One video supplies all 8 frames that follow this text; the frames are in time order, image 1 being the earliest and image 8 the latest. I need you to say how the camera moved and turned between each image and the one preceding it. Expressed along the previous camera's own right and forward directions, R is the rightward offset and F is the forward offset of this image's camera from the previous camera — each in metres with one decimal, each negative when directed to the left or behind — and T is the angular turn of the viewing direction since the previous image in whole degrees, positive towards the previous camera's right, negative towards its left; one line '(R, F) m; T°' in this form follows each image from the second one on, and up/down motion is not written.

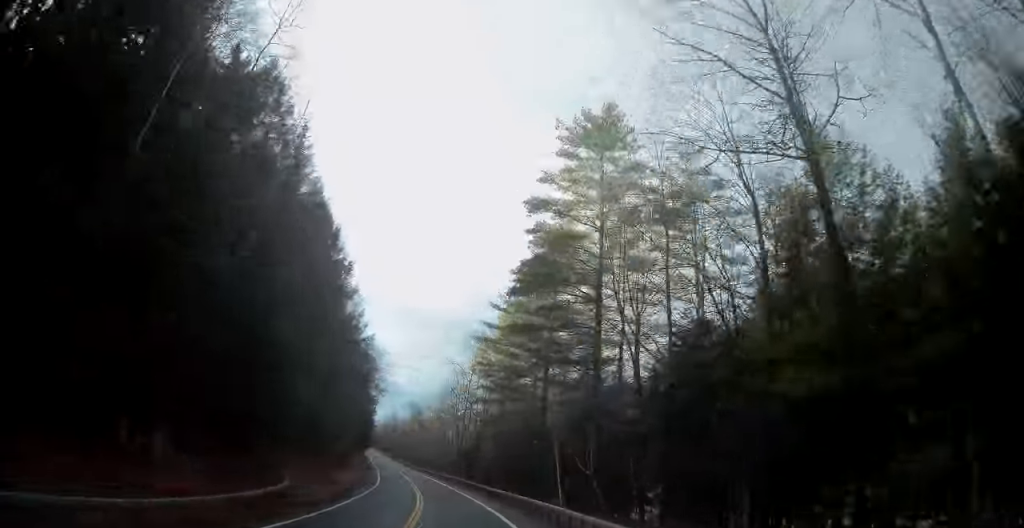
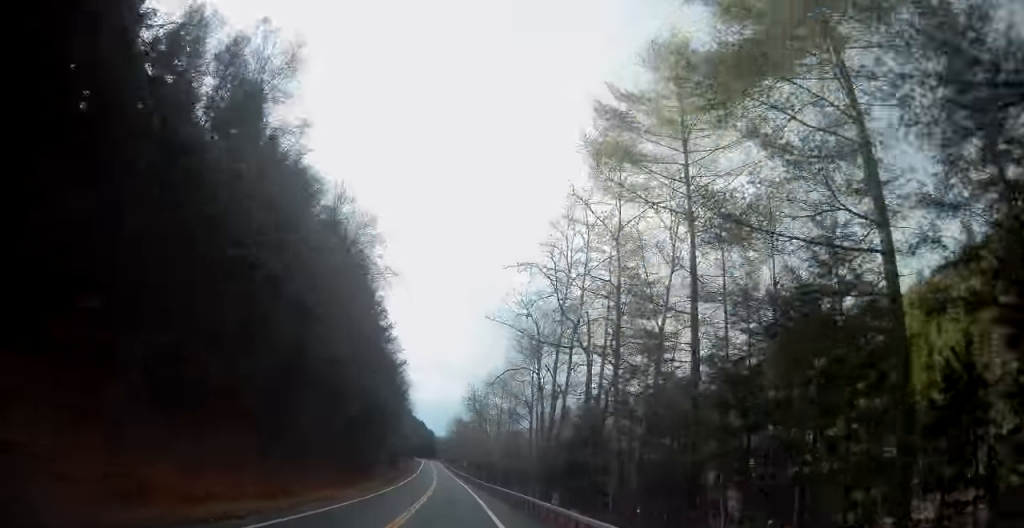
(-3.8, +45.1) m; -9°
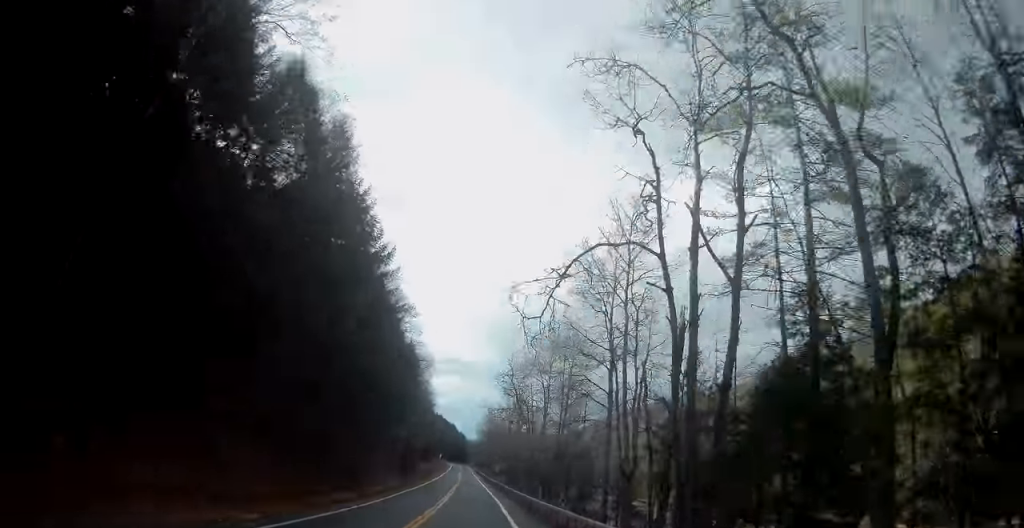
(-0.8, +24.6) m; -3°
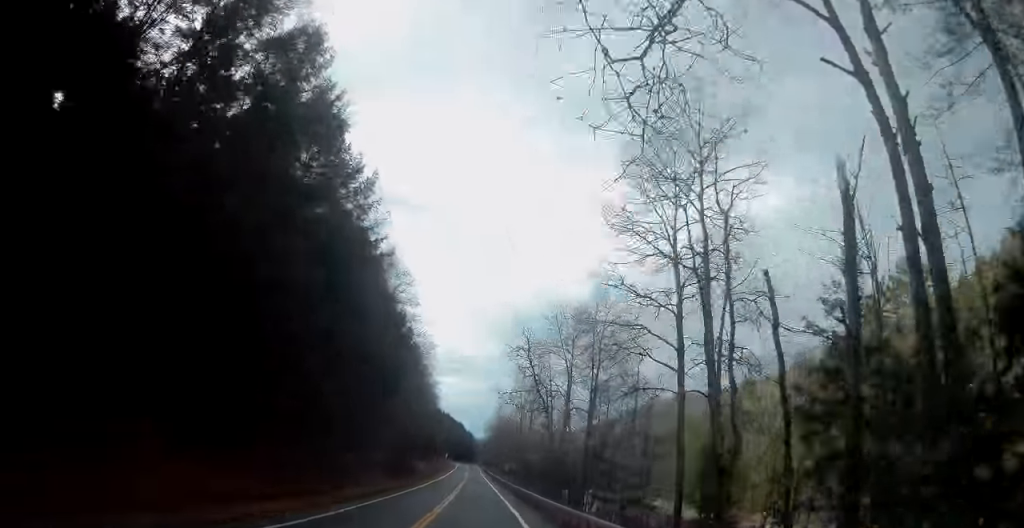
(-0.3, +12.1) m; -1°
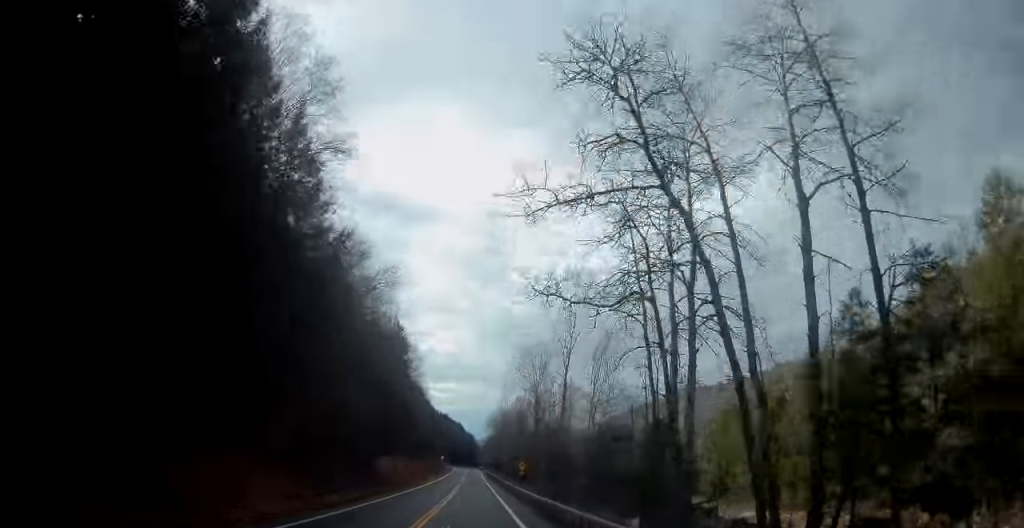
(-0.5, +34.7) m; -2°
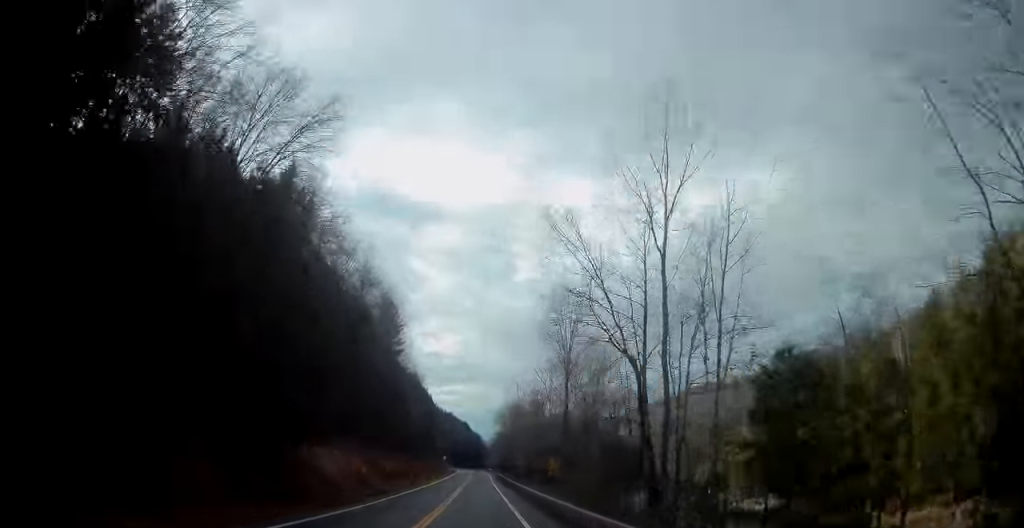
(-0.5, +25.5) m; -1°
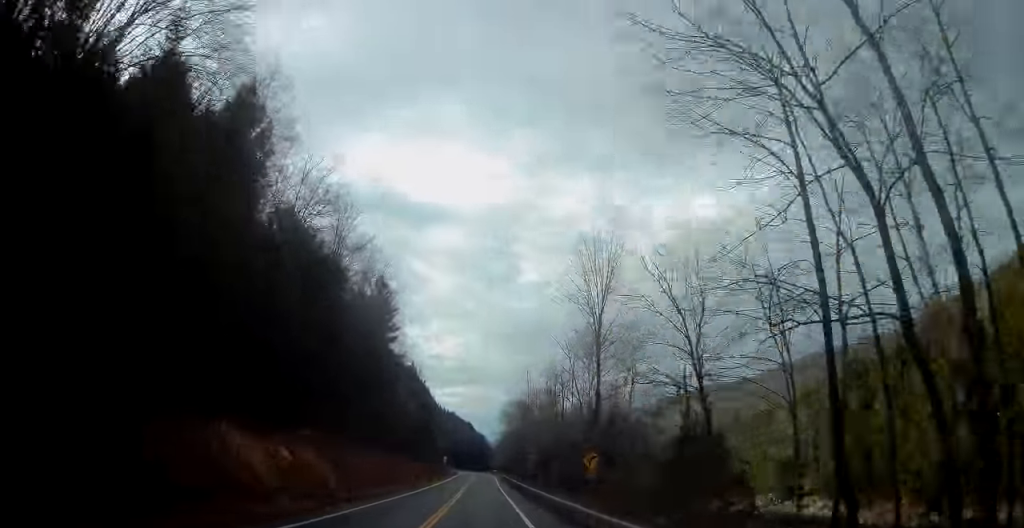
(+0.1, +15.0) m; 0°
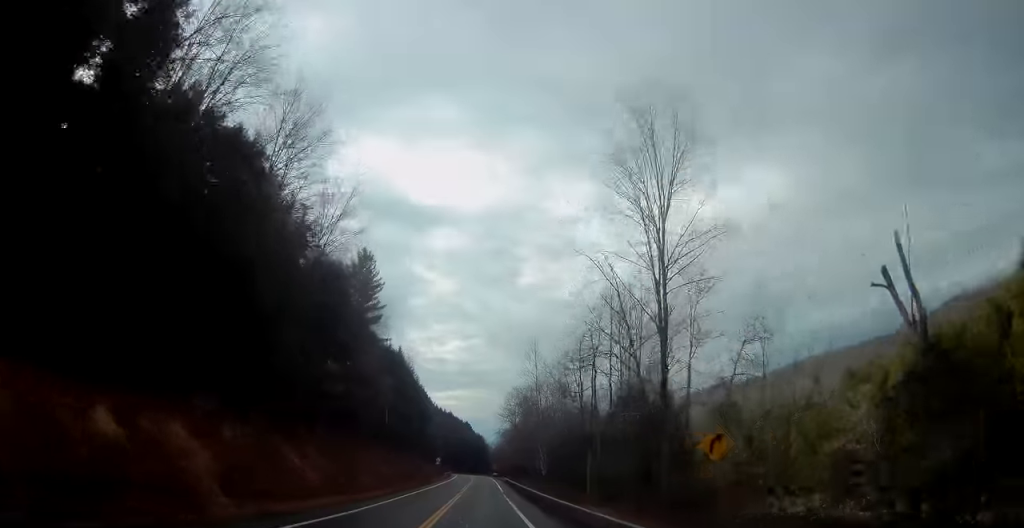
(+0.1, +17.6) m; 0°
